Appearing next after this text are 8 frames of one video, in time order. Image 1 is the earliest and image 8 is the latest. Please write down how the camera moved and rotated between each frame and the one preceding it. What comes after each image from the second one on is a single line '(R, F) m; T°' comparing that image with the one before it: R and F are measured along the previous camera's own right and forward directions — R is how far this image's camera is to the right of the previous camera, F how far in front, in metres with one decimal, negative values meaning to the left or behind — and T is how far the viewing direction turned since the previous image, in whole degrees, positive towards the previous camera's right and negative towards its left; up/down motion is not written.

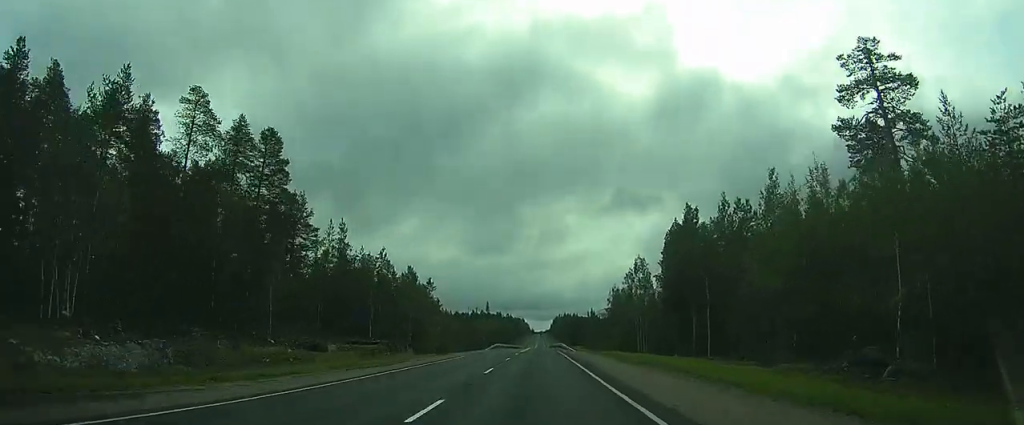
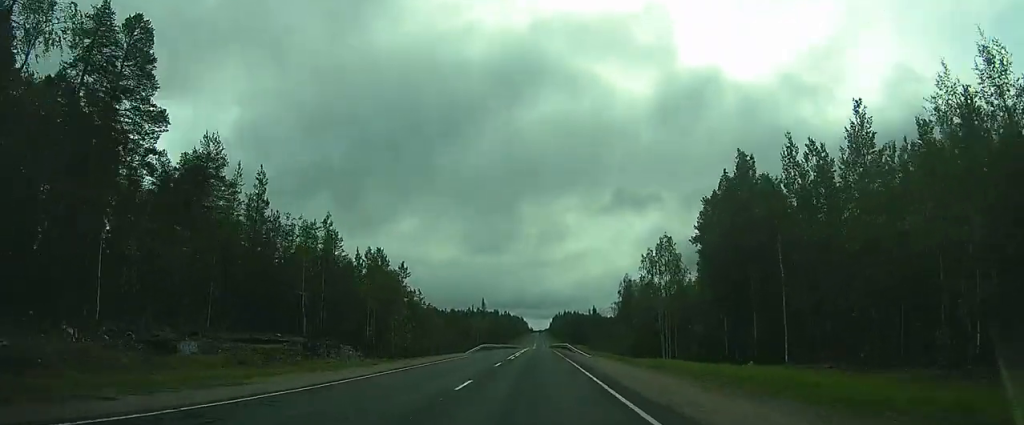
(-0.1, +17.8) m; 0°
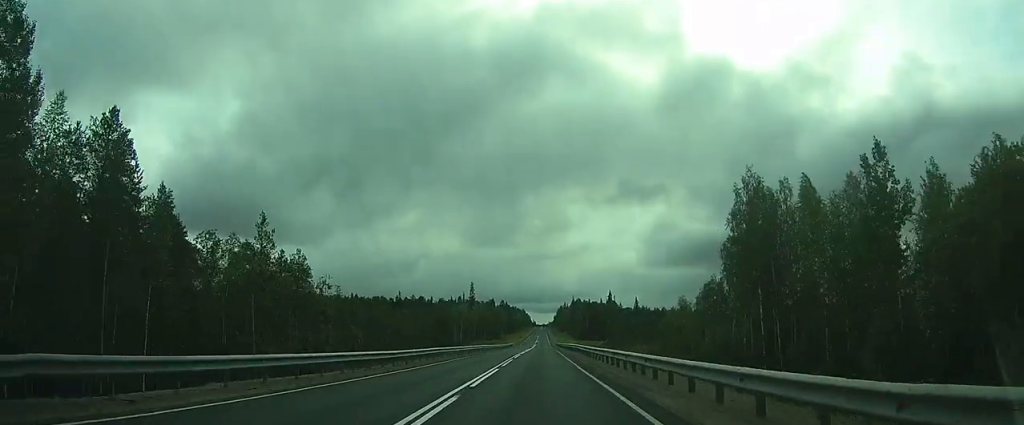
(+1.2, +60.6) m; +2°
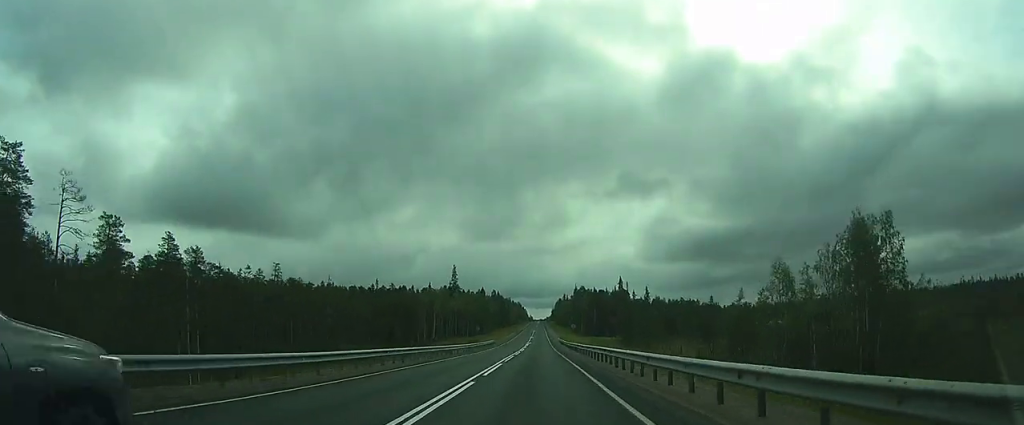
(+0.3, +41.8) m; 0°
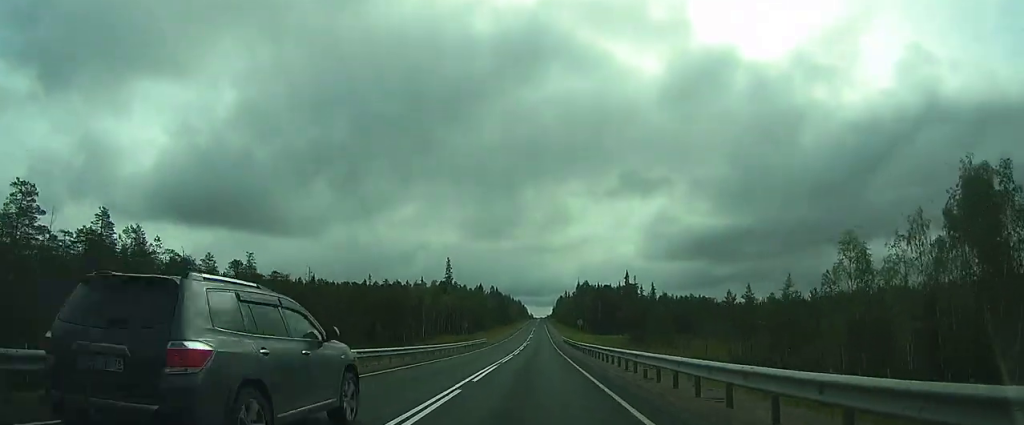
(0.0, +13.9) m; 0°
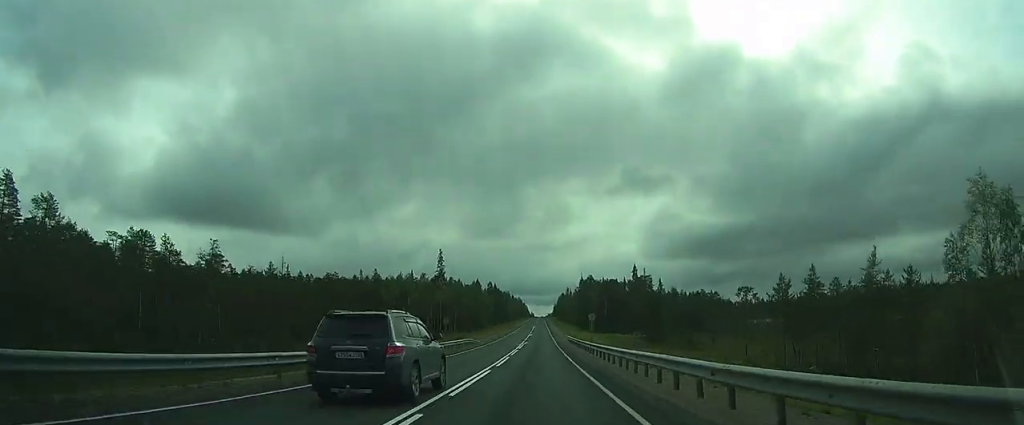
(0.0, +15.4) m; 0°
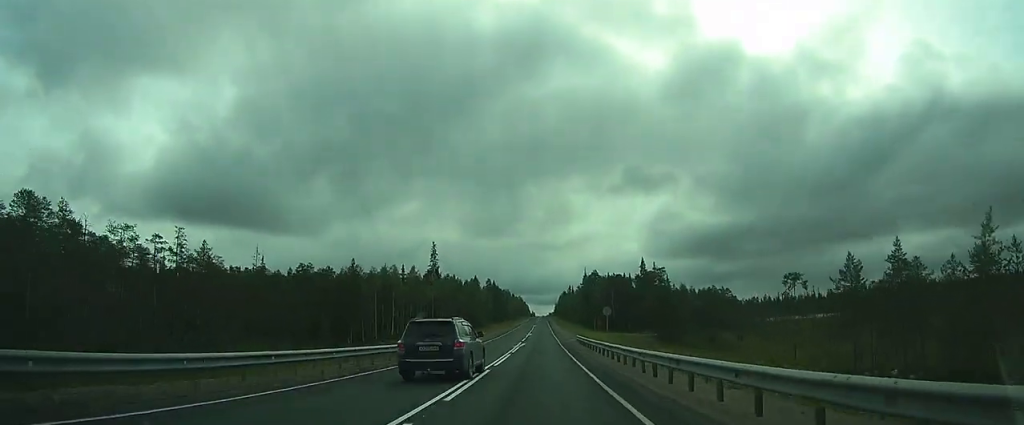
(0.0, +12.5) m; 0°
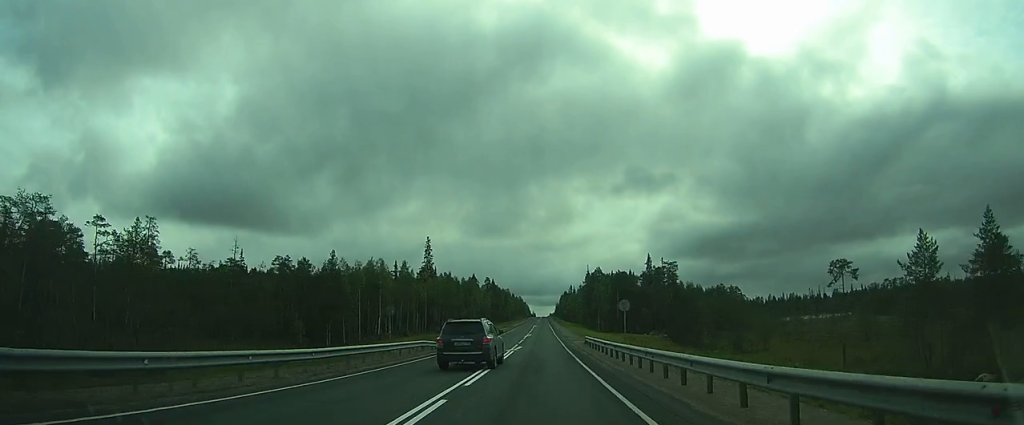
(0.0, +8.8) m; 0°
